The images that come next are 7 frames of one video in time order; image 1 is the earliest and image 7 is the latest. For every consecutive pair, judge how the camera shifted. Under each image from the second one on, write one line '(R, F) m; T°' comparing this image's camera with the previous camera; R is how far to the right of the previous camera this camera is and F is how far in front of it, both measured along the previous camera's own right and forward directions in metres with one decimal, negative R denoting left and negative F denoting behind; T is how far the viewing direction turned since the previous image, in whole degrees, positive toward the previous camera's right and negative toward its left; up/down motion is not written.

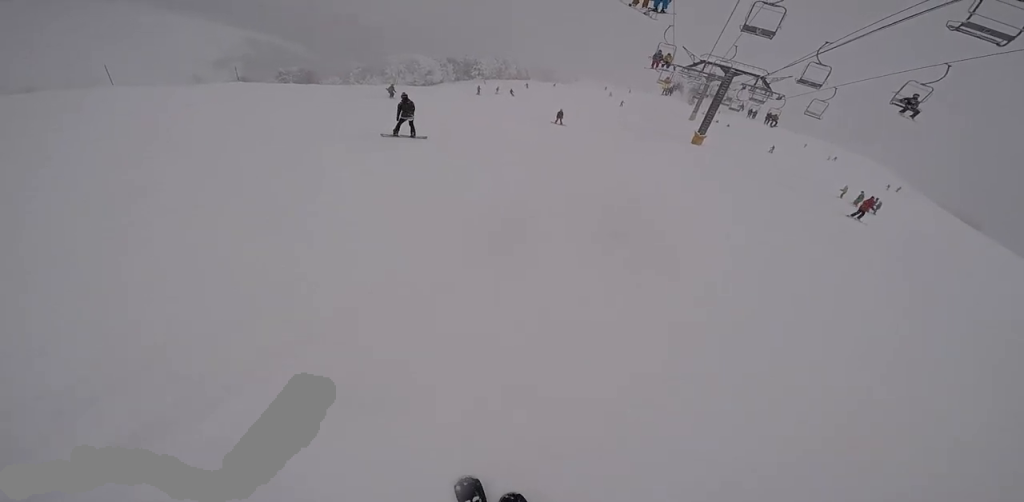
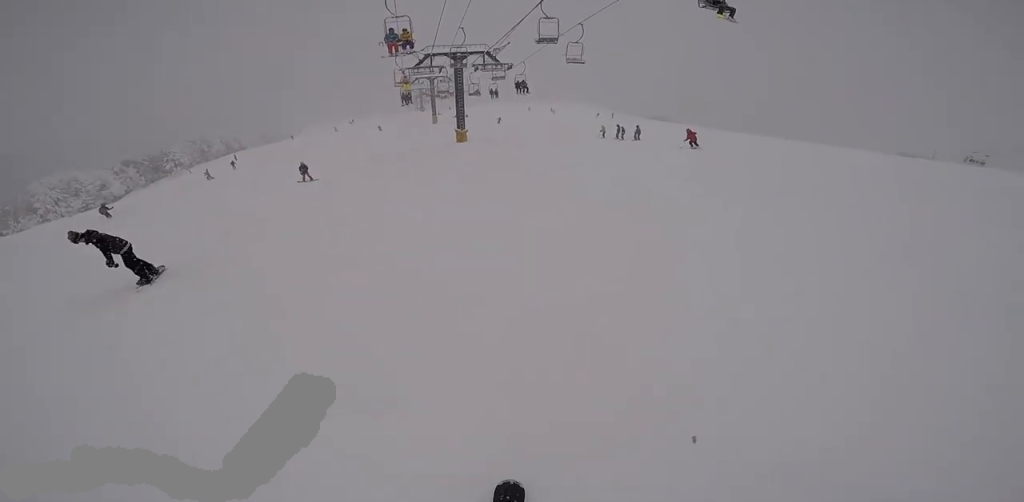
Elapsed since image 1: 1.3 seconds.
(+0.6, +6.0) m; +14°
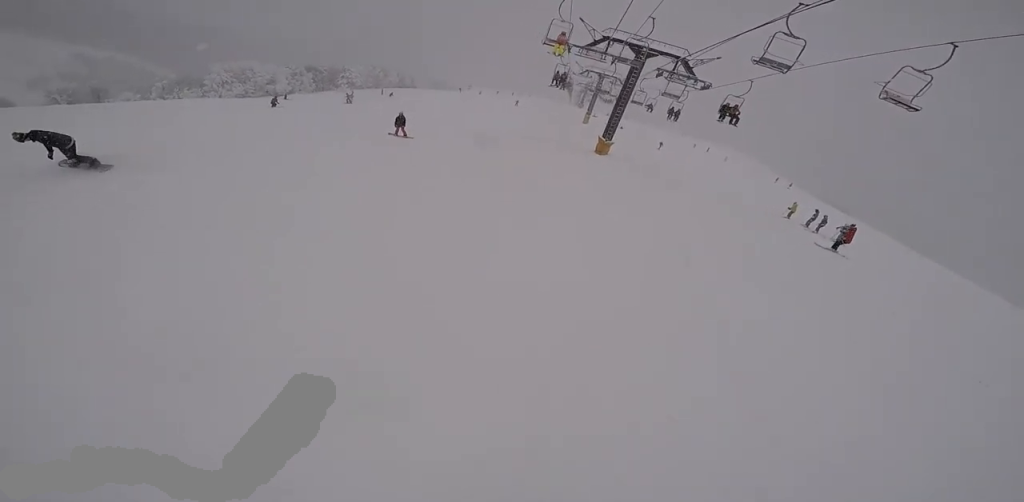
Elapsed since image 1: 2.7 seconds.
(+0.2, +8.9) m; -9°
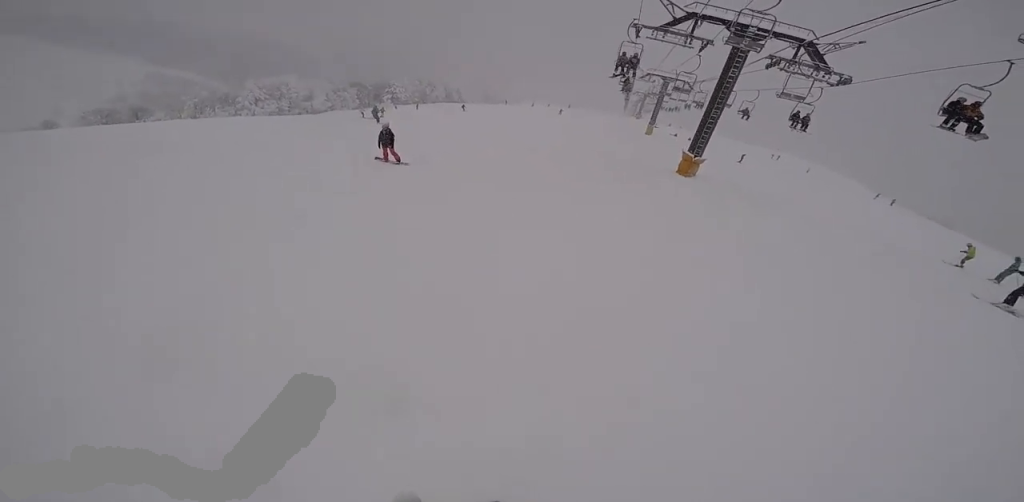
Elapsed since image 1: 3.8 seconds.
(-1.8, +8.8) m; -10°
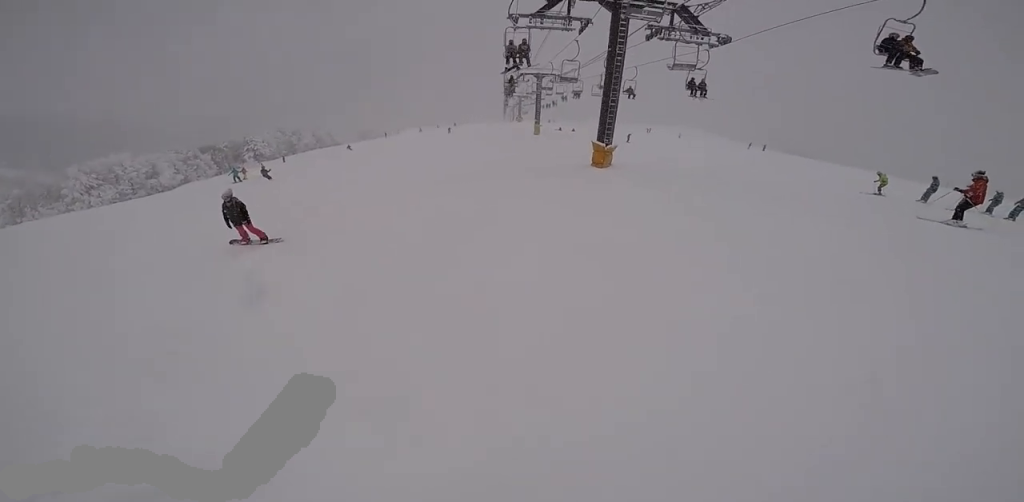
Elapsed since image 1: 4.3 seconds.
(-0.8, +3.4) m; +3°
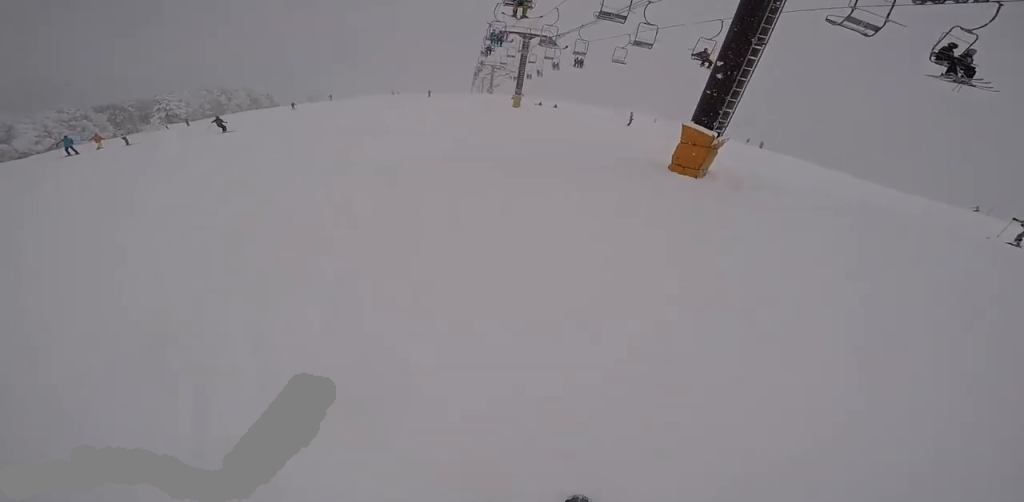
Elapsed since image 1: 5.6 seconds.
(+2.7, +11.4) m; +11°
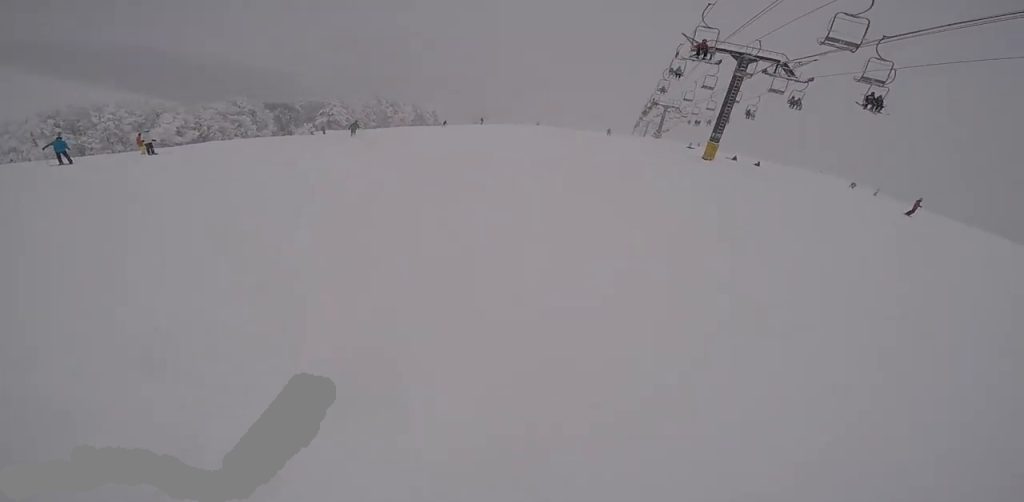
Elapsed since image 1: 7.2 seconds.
(-2.2, +15.0) m; -9°
